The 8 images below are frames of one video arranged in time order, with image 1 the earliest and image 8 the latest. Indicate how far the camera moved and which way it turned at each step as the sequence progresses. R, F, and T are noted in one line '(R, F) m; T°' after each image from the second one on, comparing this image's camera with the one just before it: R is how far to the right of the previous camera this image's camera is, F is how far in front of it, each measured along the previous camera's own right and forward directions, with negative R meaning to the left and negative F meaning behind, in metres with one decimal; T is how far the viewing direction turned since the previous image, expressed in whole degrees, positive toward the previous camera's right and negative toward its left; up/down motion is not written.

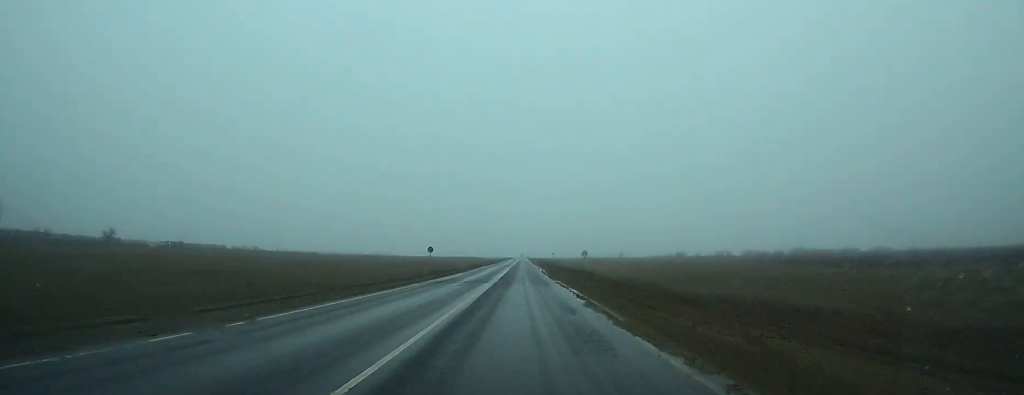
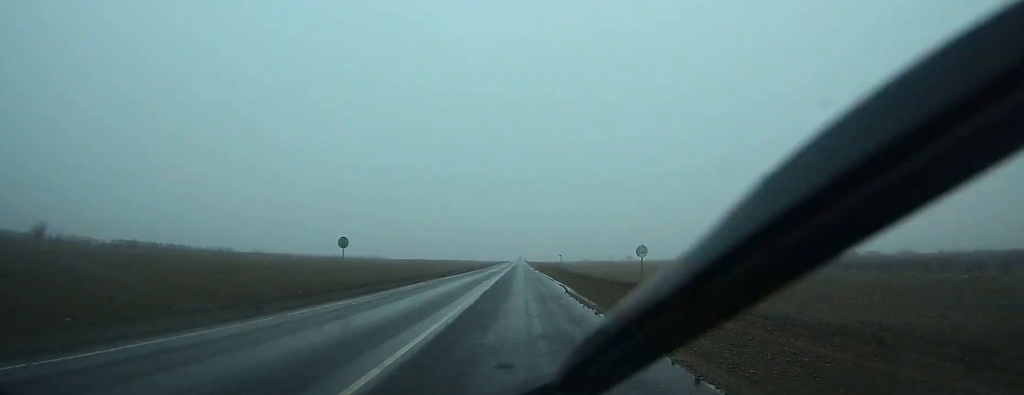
(-0.1, +33.8) m; 0°
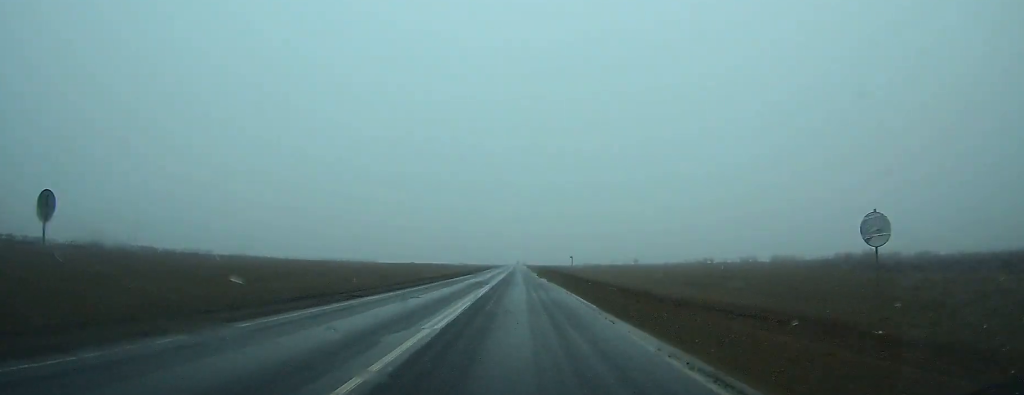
(0.0, +24.3) m; 0°
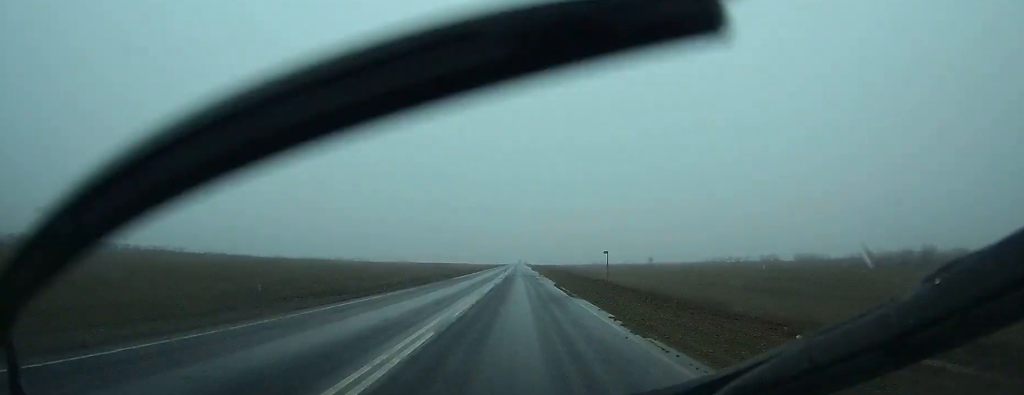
(0.0, +32.7) m; 0°
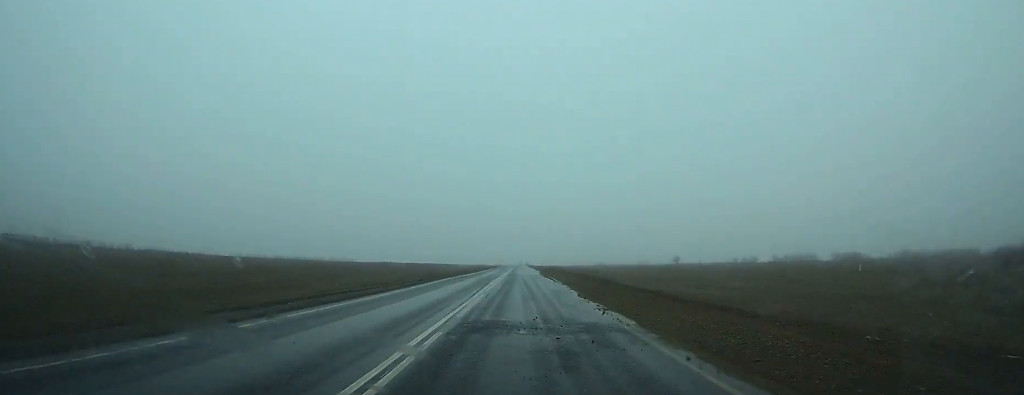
(-0.2, +50.0) m; 0°
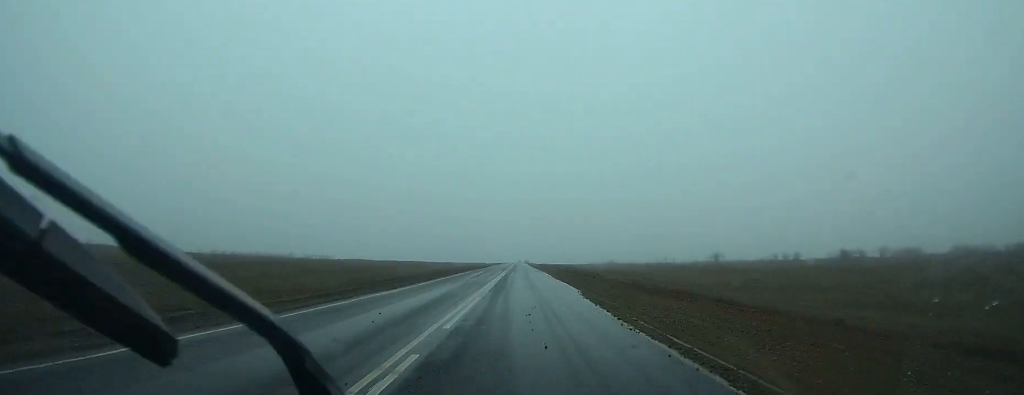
(-0.1, +51.5) m; 0°
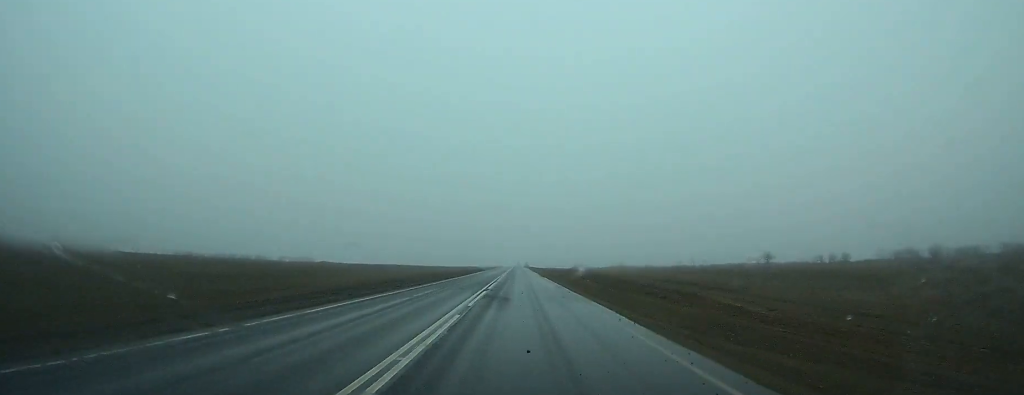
(0.0, +40.7) m; 0°
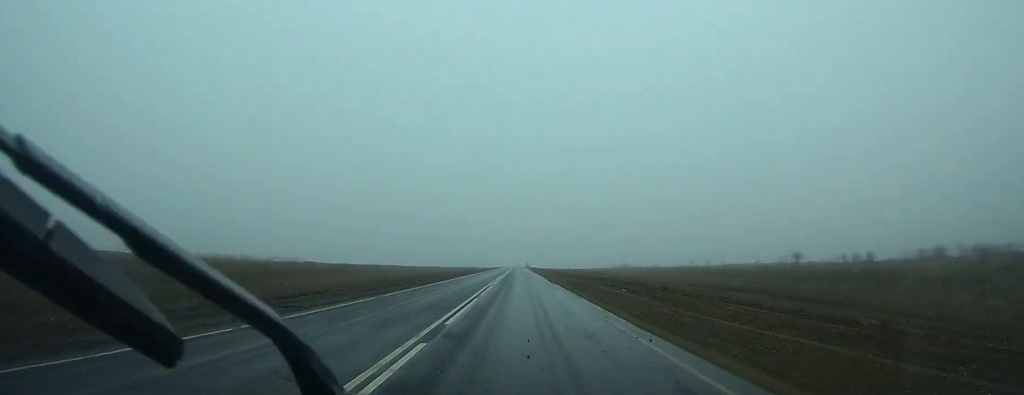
(0.0, +15.9) m; 0°
